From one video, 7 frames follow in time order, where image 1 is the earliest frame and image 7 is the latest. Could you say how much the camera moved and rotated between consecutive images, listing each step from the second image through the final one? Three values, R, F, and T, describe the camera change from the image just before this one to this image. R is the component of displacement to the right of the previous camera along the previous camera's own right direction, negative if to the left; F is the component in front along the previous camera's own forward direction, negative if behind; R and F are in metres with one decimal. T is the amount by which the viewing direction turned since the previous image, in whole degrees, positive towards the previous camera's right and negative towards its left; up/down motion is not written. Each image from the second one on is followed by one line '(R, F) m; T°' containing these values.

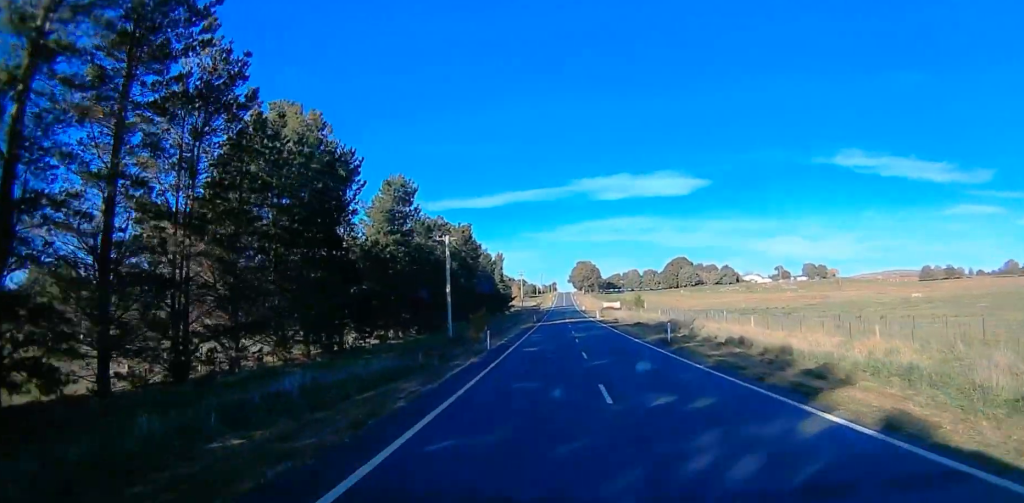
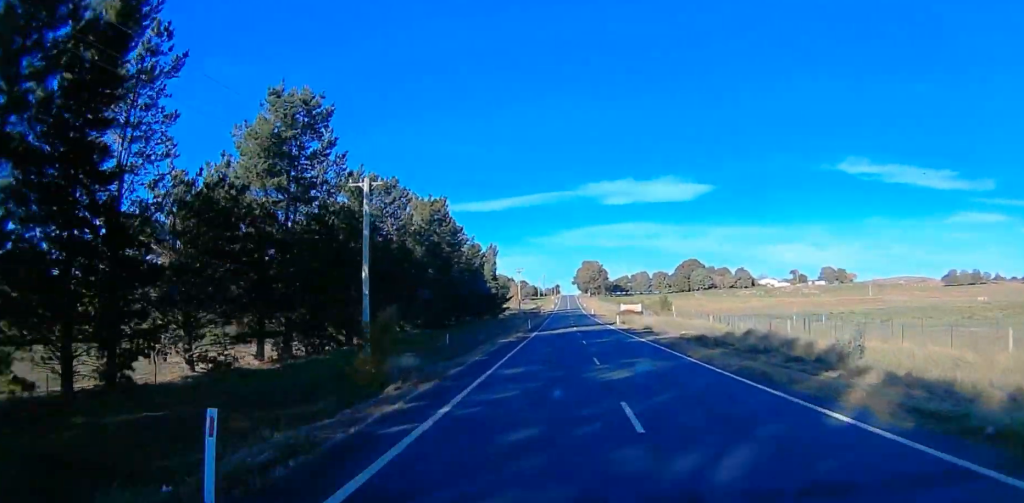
(0.0, +27.4) m; 0°
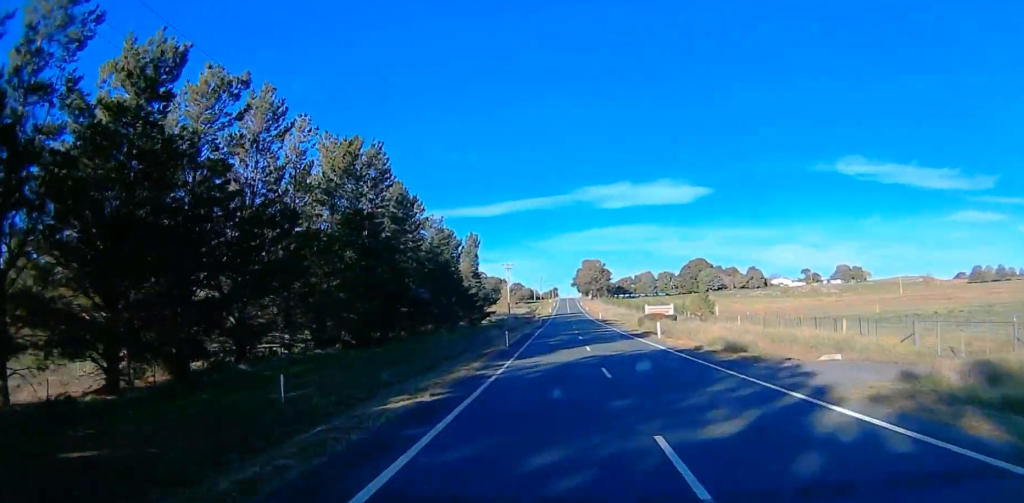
(0.0, +26.6) m; 0°
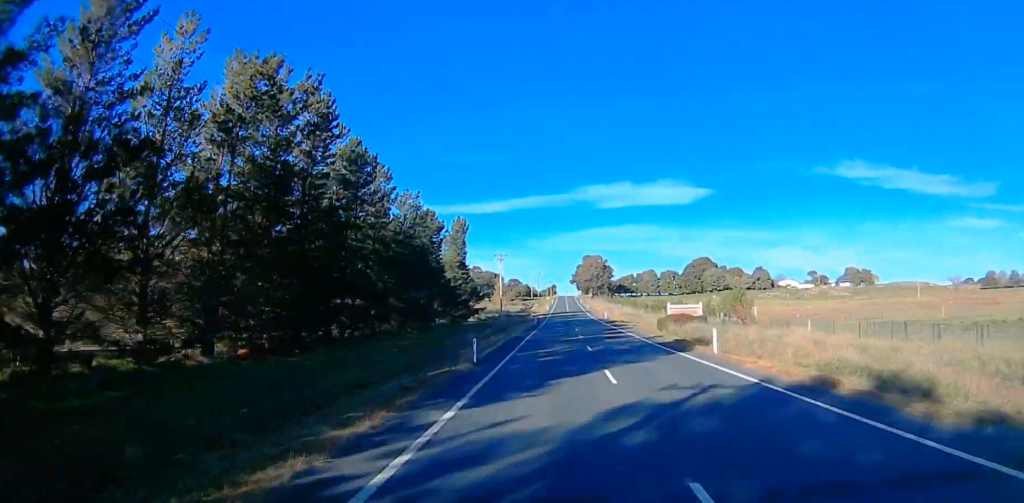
(0.0, +14.1) m; 0°
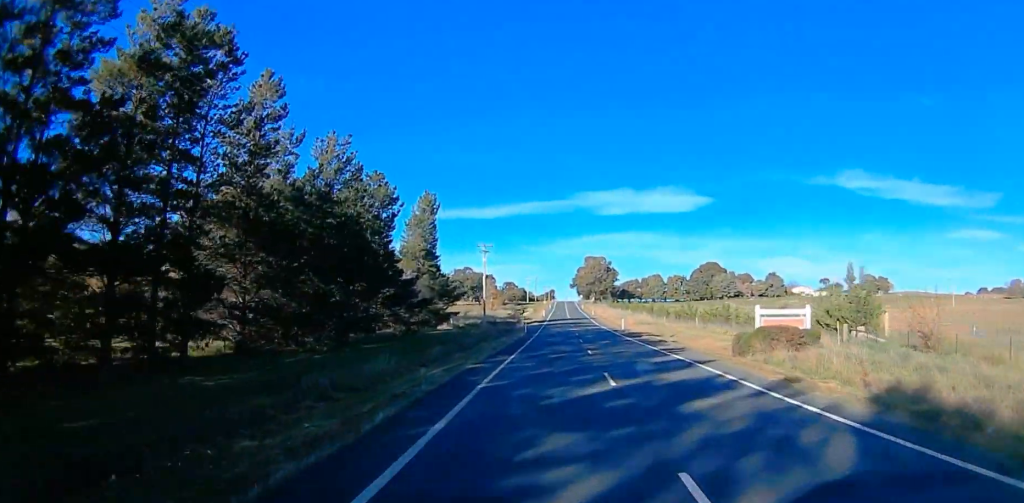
(0.0, +23.3) m; 0°
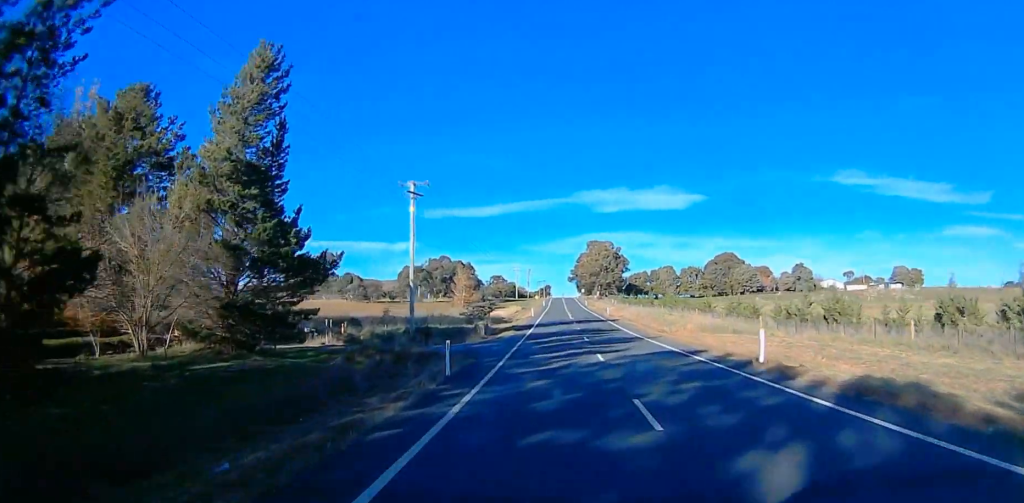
(0.0, +41.8) m; 0°
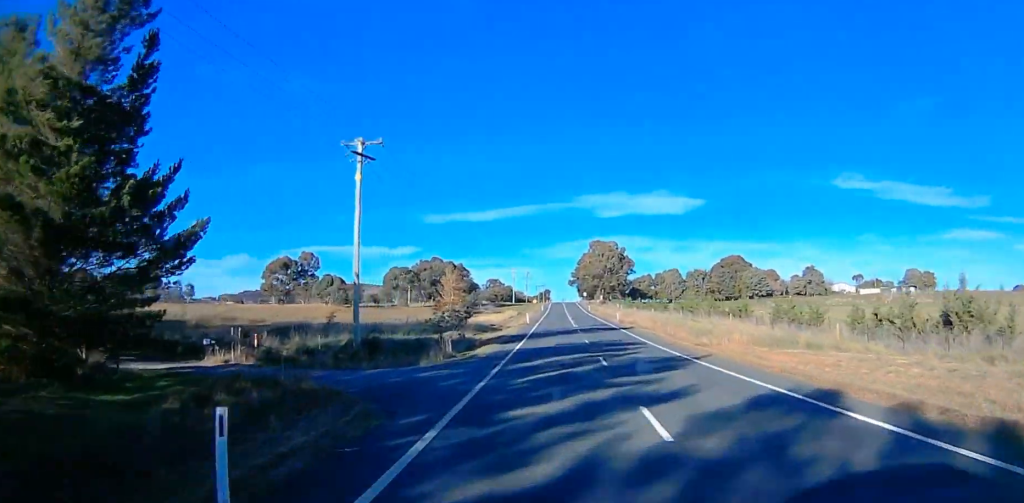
(0.0, +12.6) m; 0°
